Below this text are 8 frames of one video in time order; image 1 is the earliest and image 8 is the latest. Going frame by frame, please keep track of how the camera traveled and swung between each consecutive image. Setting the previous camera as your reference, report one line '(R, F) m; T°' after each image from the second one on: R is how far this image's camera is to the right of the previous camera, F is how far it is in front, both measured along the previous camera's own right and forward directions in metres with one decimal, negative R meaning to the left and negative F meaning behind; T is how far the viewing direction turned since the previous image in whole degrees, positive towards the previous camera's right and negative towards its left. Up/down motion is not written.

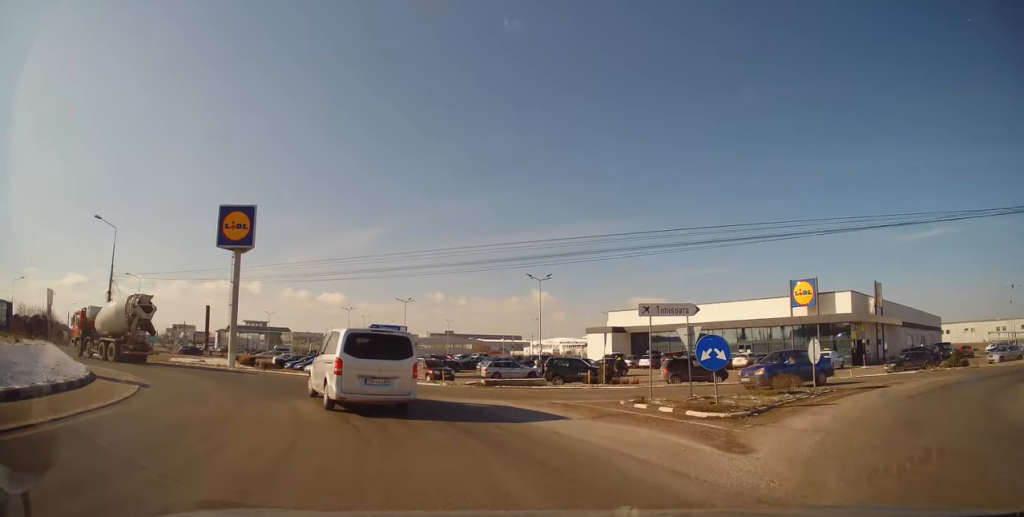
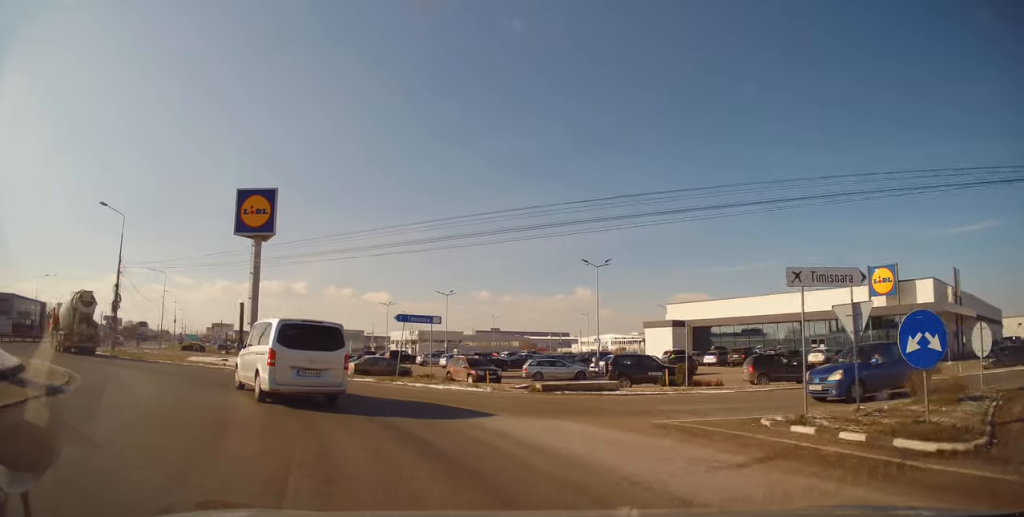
(-0.5, +5.2) m; -7°
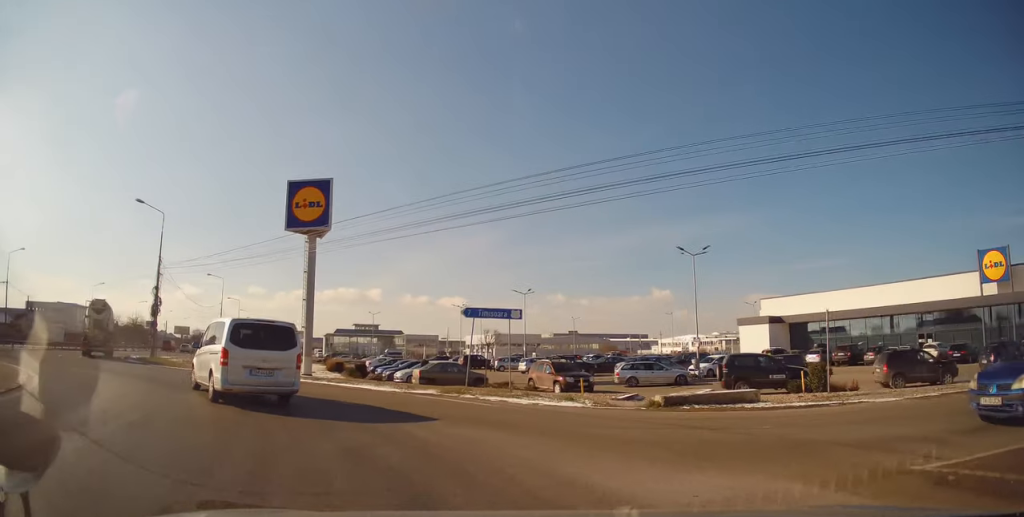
(-0.2, +5.0) m; -8°
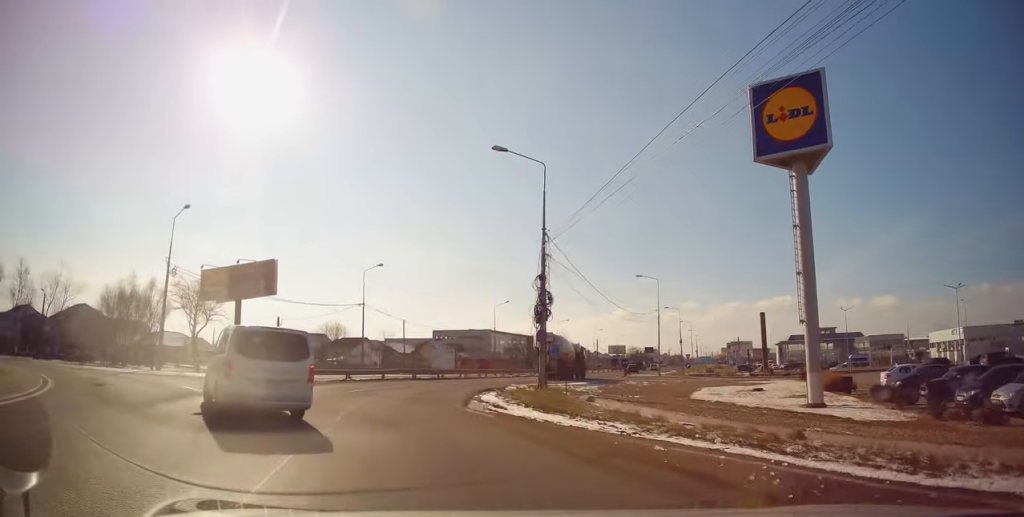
(-7.0, +16.5) m; -43°
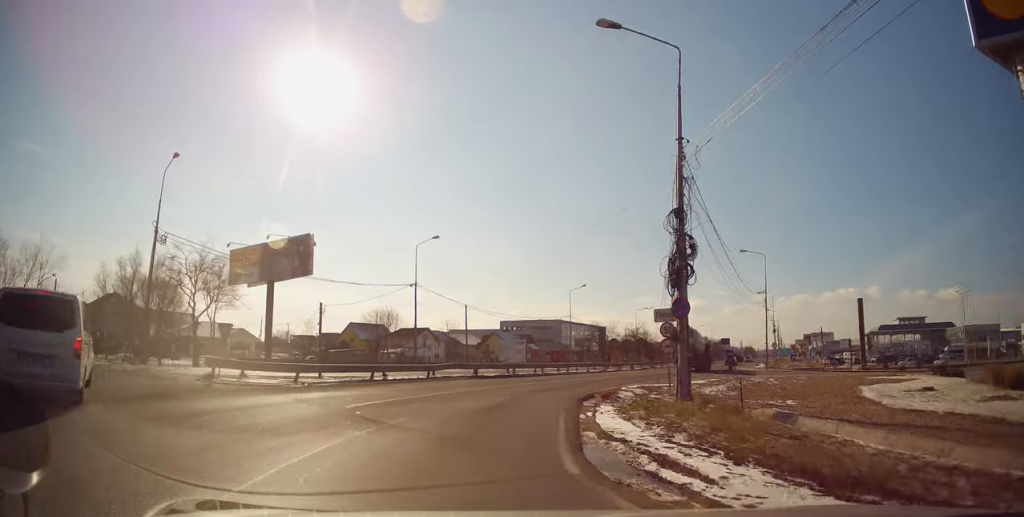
(-1.1, +10.1) m; -6°
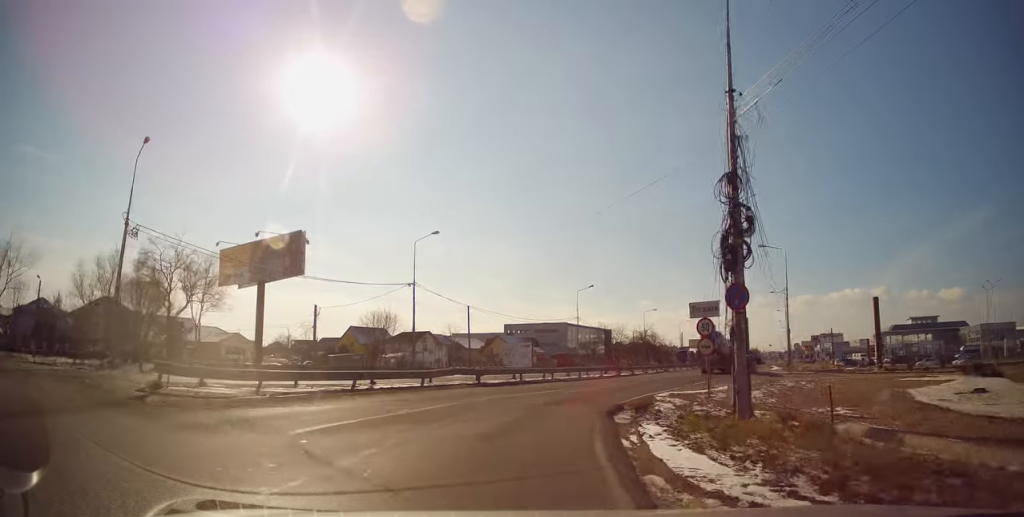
(-0.2, +3.5) m; 0°
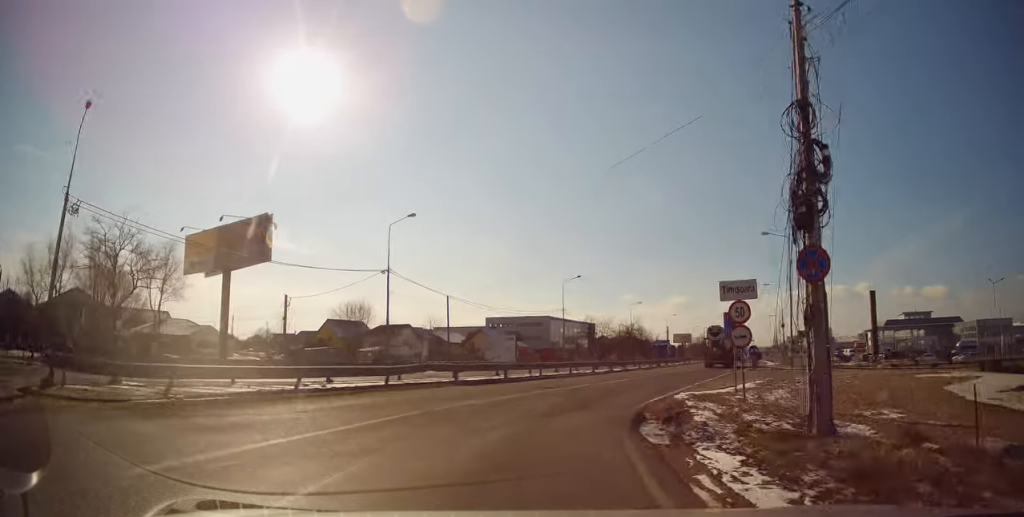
(+0.1, +4.0) m; +3°
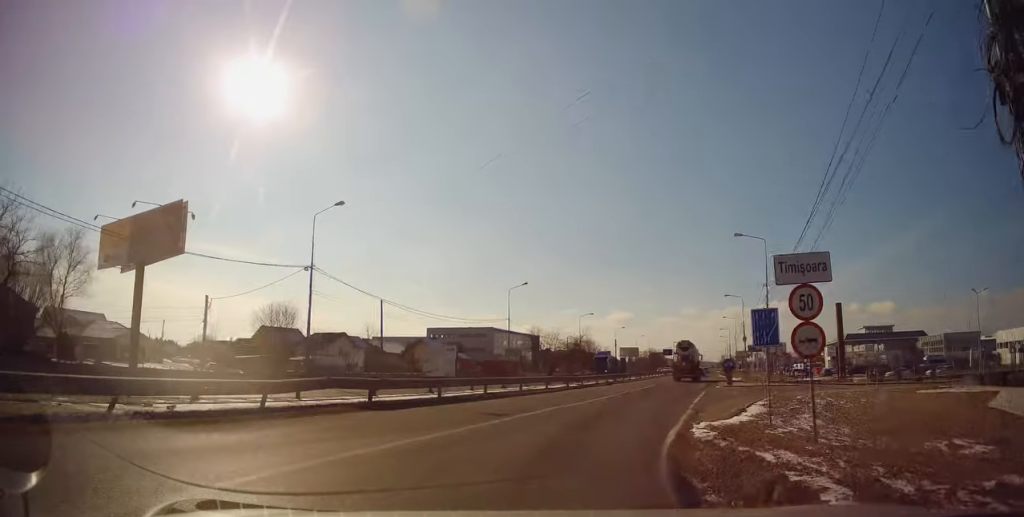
(0.0, +5.6) m; +5°
